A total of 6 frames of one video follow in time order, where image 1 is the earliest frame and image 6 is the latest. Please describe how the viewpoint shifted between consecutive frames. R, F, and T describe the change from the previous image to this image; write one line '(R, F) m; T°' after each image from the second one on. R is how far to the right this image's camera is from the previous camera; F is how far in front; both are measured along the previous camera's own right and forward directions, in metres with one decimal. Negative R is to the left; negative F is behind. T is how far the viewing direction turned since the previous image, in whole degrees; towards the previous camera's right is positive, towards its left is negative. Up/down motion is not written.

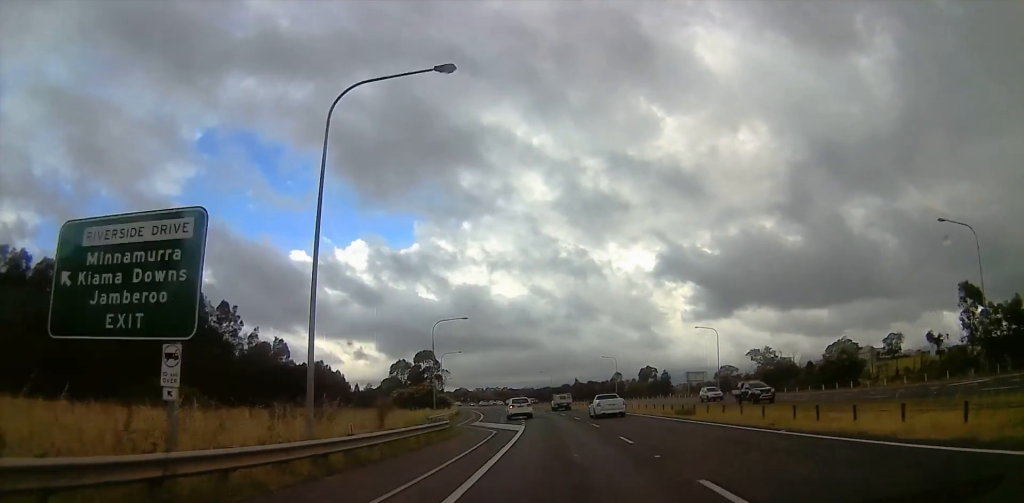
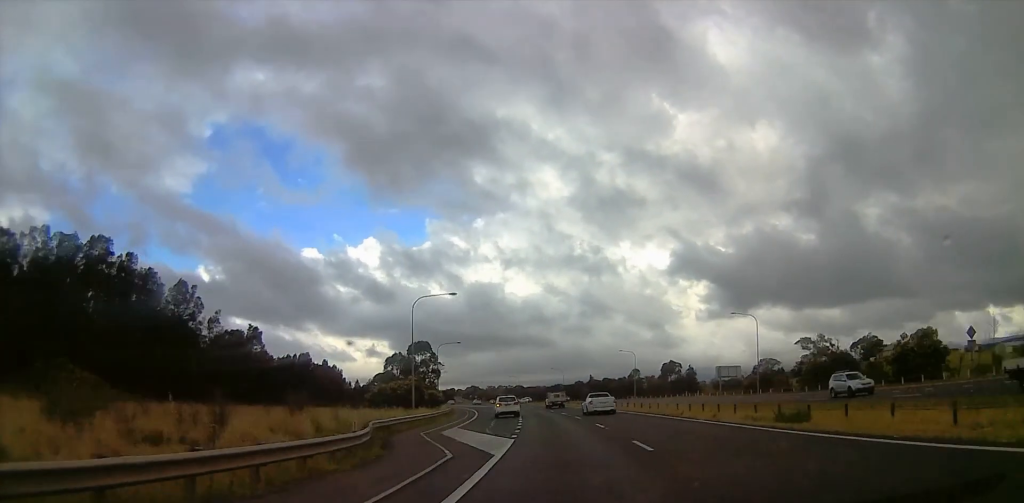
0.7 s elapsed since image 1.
(0.0, +15.5) m; 0°
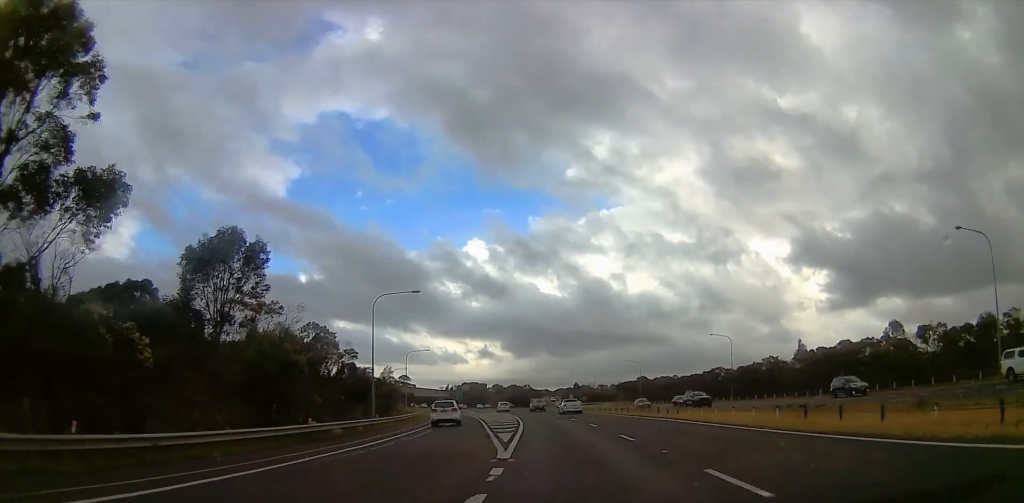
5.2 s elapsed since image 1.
(-7.3, +102.9) m; -9°
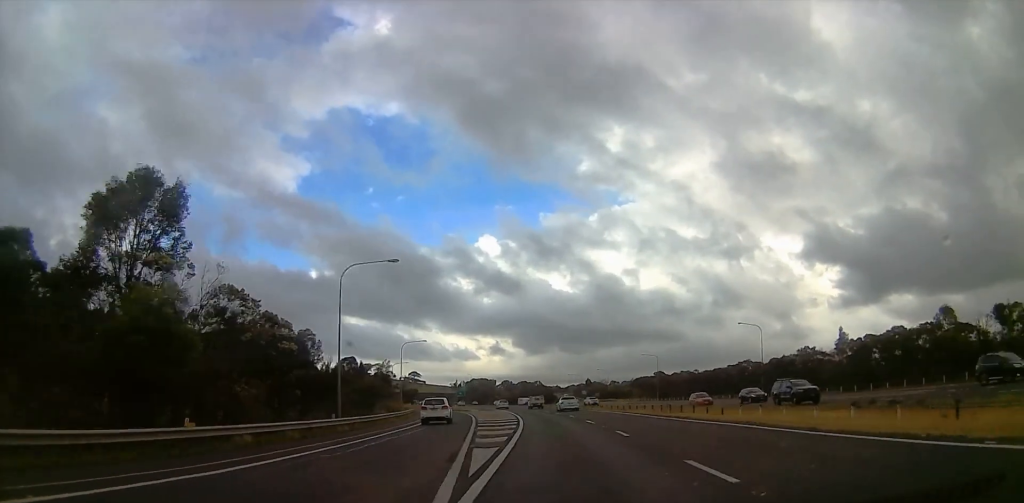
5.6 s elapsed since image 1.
(-0.4, +9.8) m; -1°
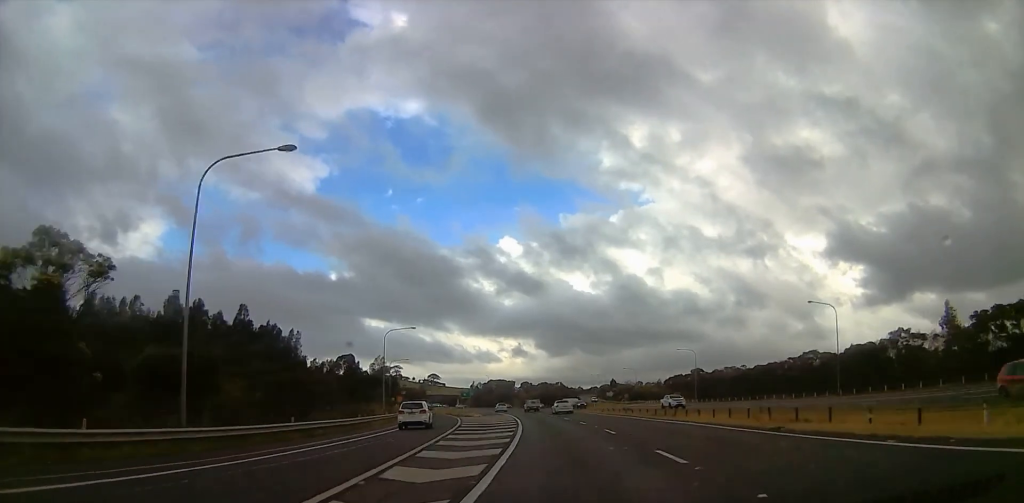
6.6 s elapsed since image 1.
(-0.7, +20.3) m; -2°
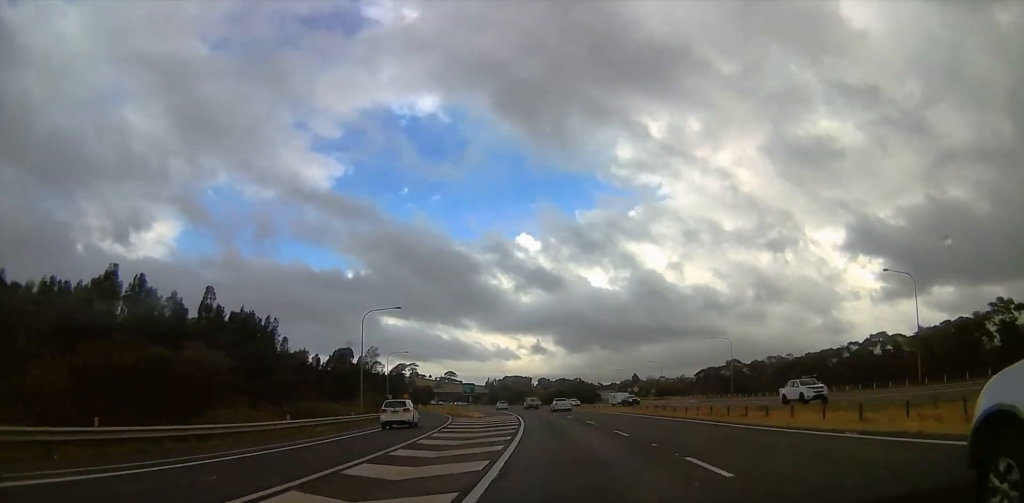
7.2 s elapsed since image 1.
(0.0, +14.9) m; 0°
